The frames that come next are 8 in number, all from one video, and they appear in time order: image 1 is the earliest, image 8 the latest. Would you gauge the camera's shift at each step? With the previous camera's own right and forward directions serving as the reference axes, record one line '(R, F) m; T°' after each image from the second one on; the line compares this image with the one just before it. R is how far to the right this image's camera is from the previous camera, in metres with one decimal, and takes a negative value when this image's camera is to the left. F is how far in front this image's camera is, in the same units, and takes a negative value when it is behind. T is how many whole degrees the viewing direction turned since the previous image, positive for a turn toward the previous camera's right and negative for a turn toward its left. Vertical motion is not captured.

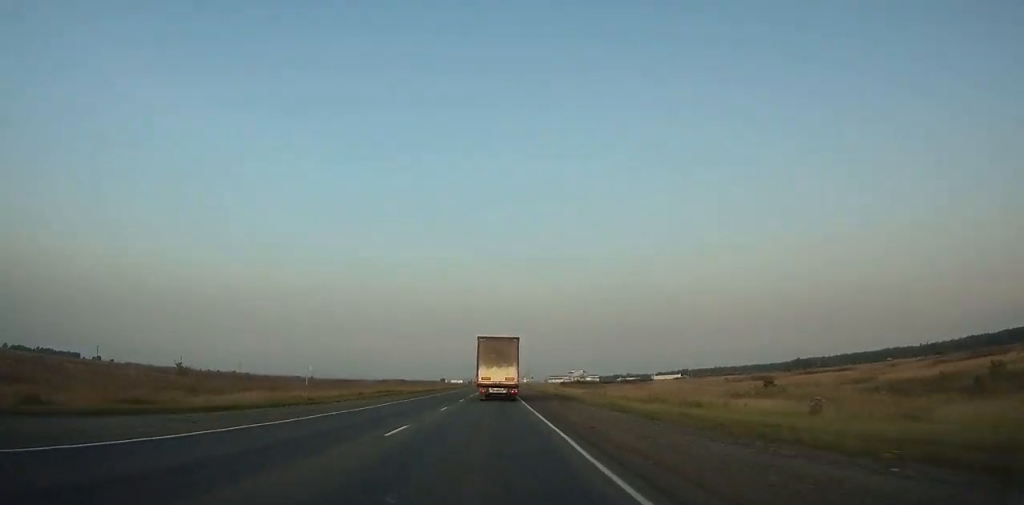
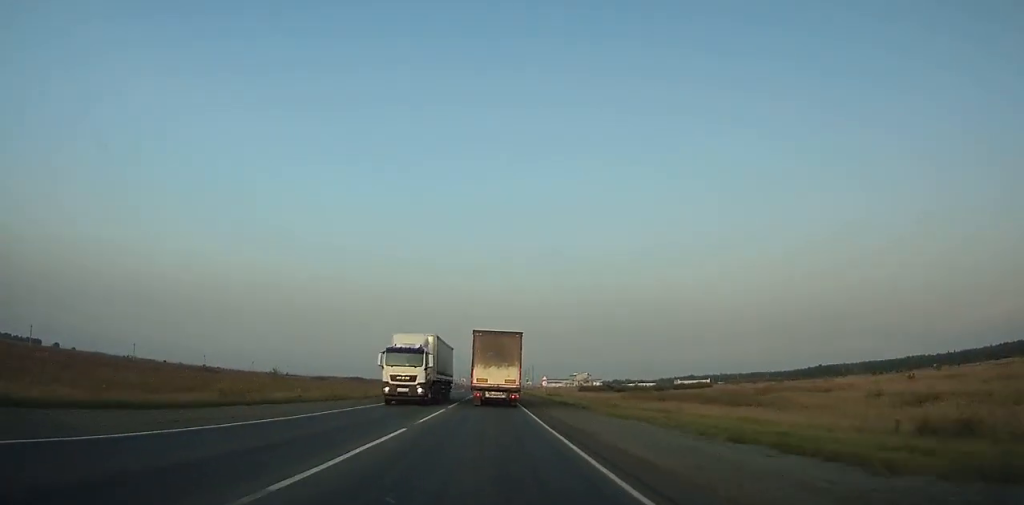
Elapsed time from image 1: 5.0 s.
(+0.1, +100.9) m; 0°
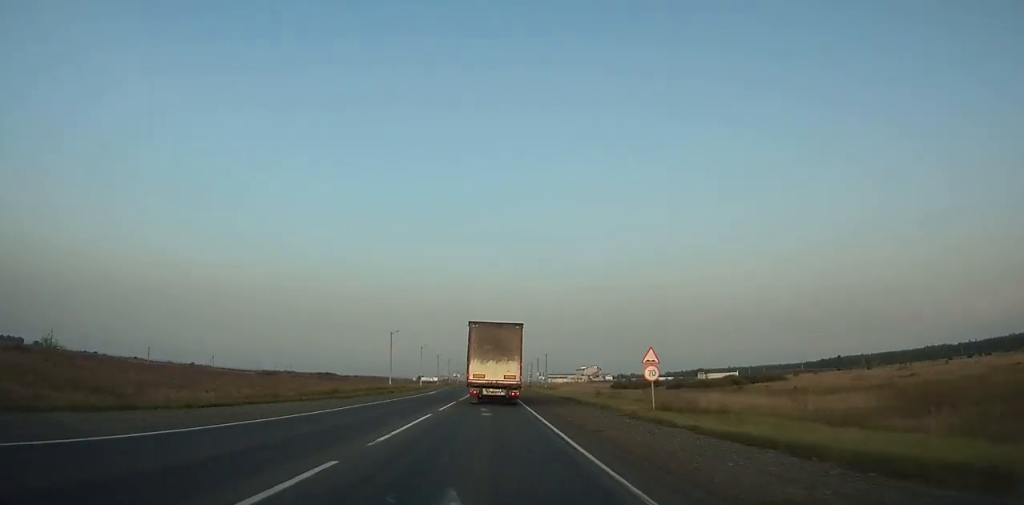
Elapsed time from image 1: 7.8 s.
(+0.2, +55.2) m; 0°
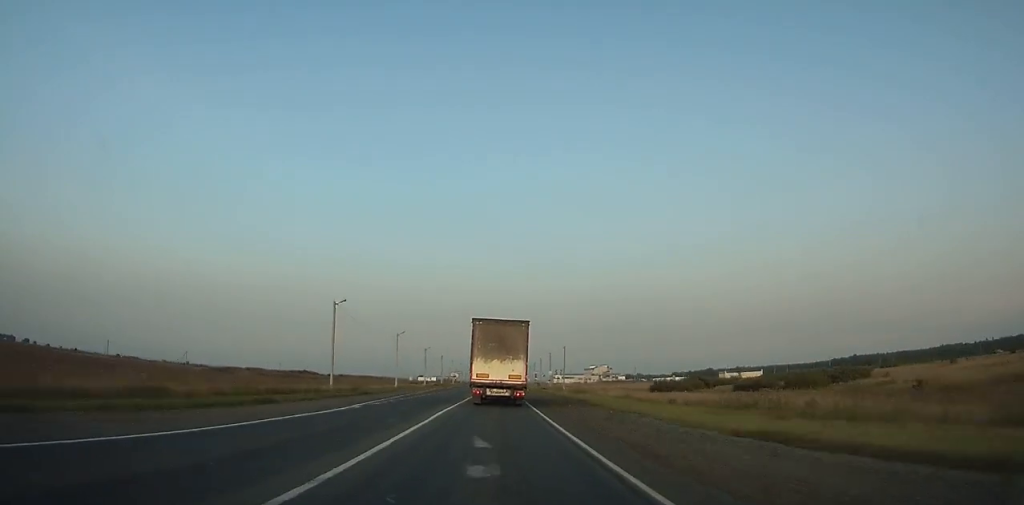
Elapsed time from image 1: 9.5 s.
(+0.1, +33.2) m; 0°
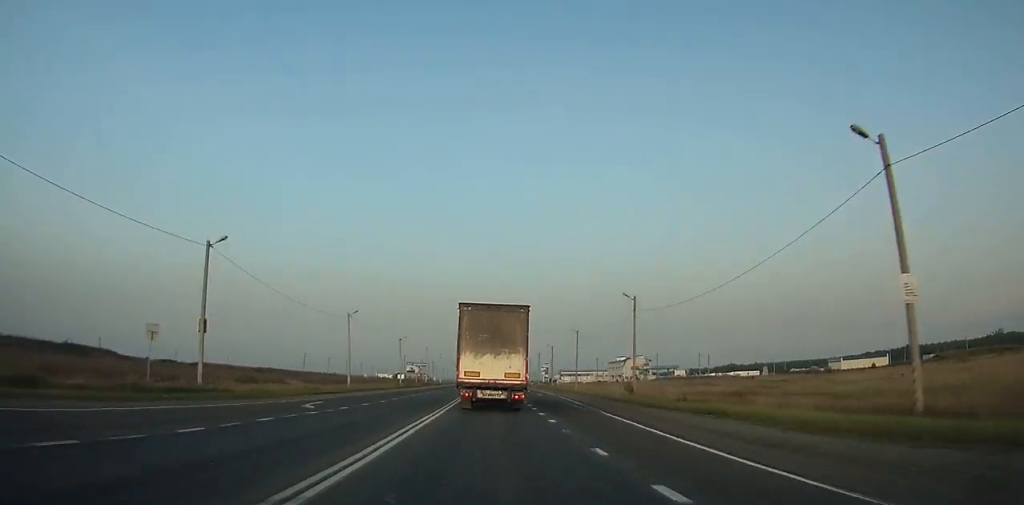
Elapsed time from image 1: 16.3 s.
(+1.1, +129.1) m; +1°
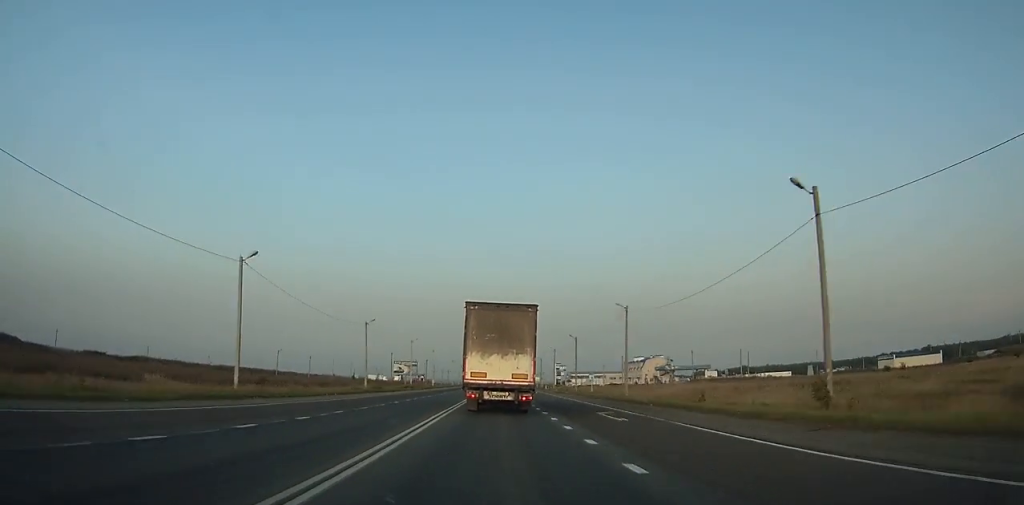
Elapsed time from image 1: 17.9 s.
(+0.2, +29.7) m; 0°
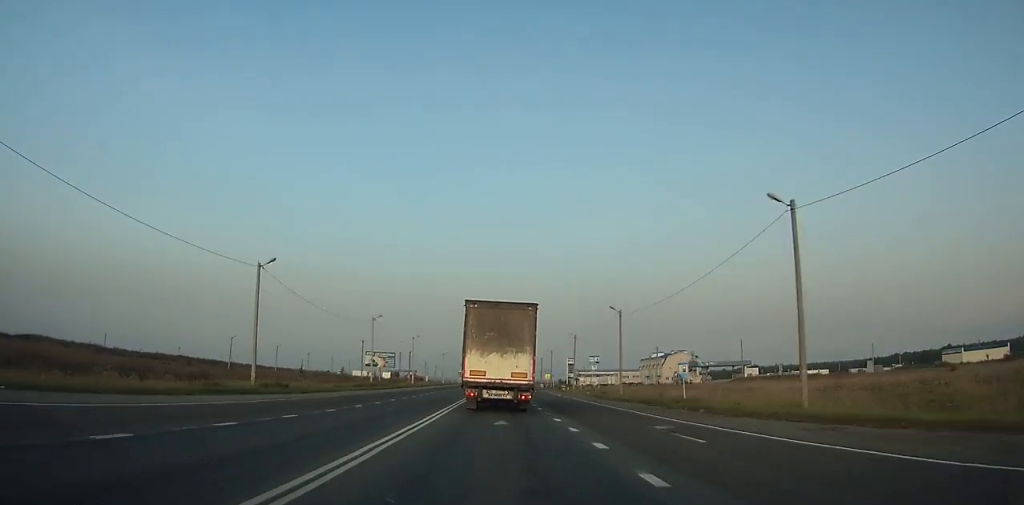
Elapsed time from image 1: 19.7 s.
(-0.1, +32.9) m; 0°
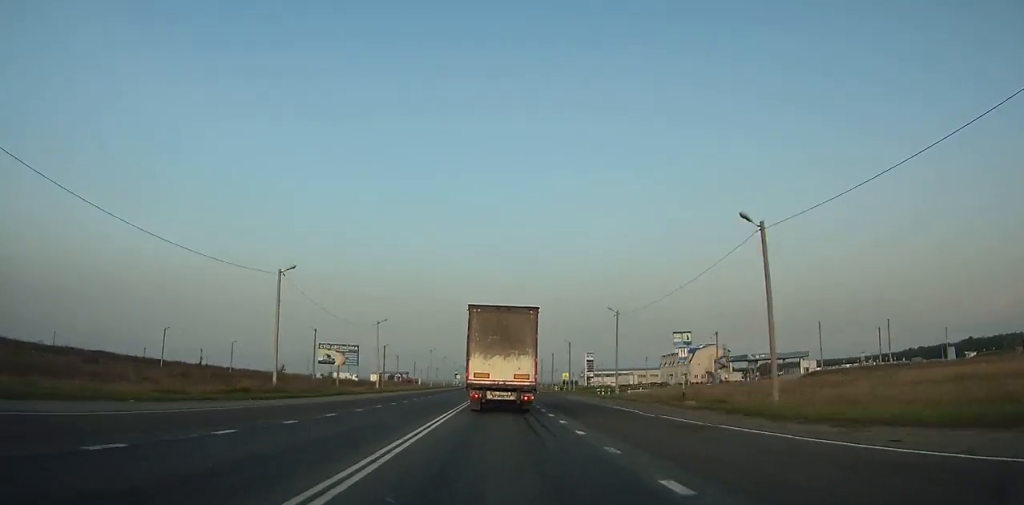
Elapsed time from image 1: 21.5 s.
(-0.1, +32.7) m; 0°
